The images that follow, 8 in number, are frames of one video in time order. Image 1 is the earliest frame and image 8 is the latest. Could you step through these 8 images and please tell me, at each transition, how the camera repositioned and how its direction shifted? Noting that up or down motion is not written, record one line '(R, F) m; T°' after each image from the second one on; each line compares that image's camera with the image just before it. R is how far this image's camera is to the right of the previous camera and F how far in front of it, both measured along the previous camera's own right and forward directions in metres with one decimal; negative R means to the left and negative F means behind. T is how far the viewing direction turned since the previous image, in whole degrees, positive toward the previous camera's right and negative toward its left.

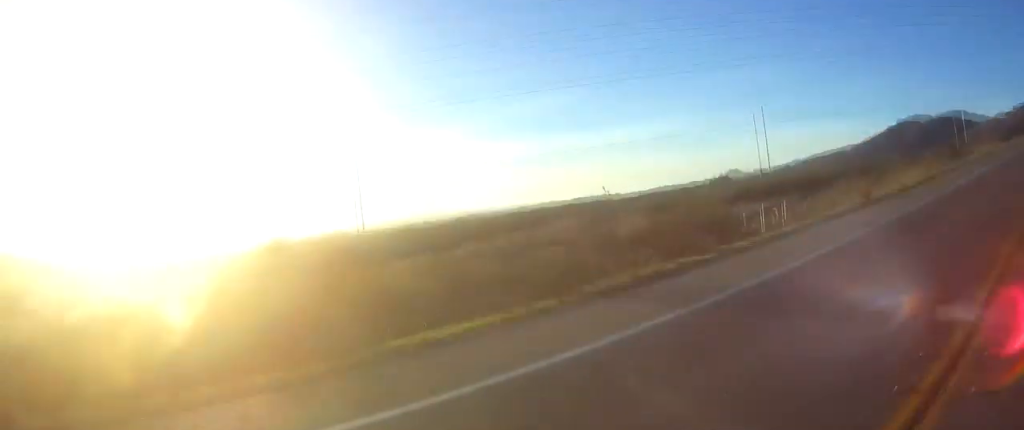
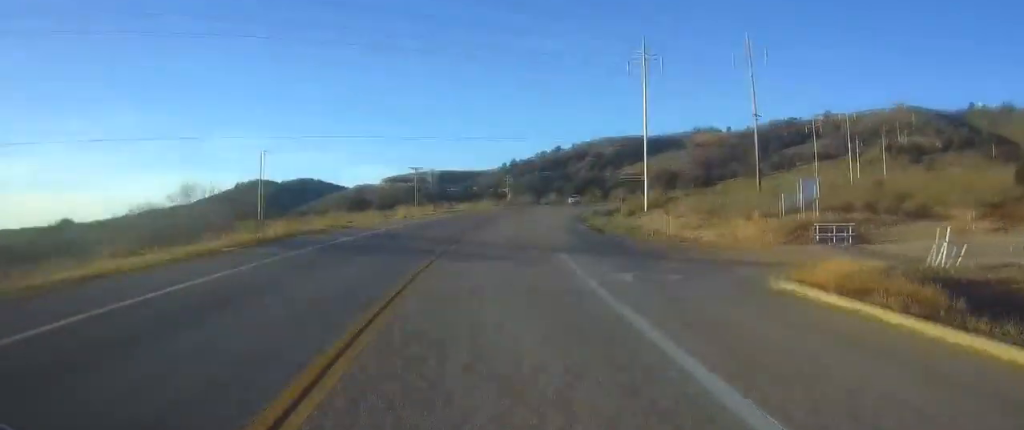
(+2.8, +40.6) m; +6°
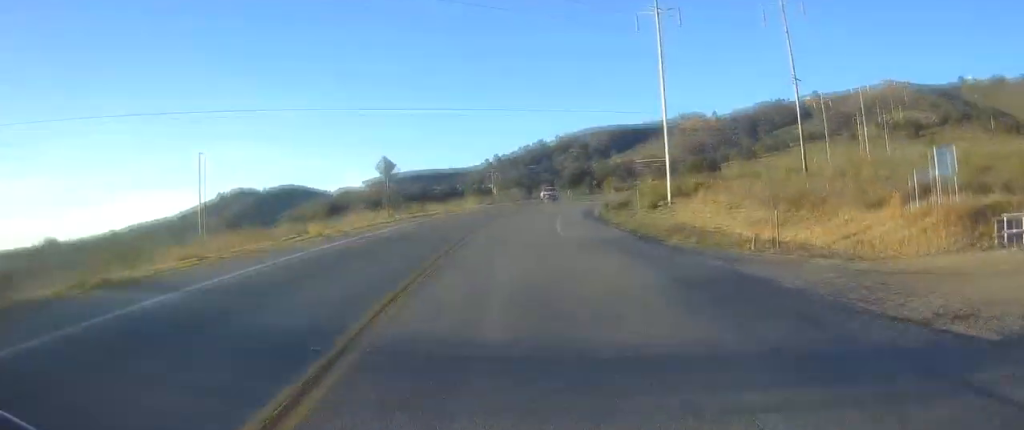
(+0.4, +16.9) m; +3°
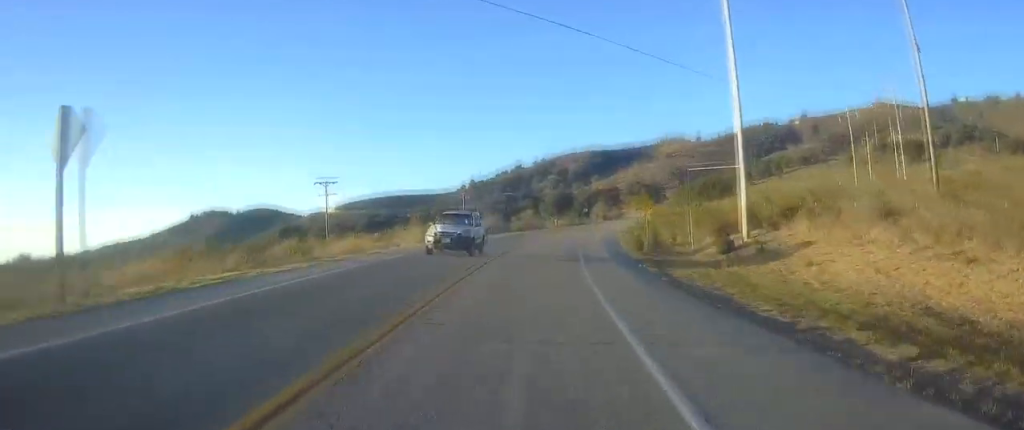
(+1.1, +26.5) m; +5°
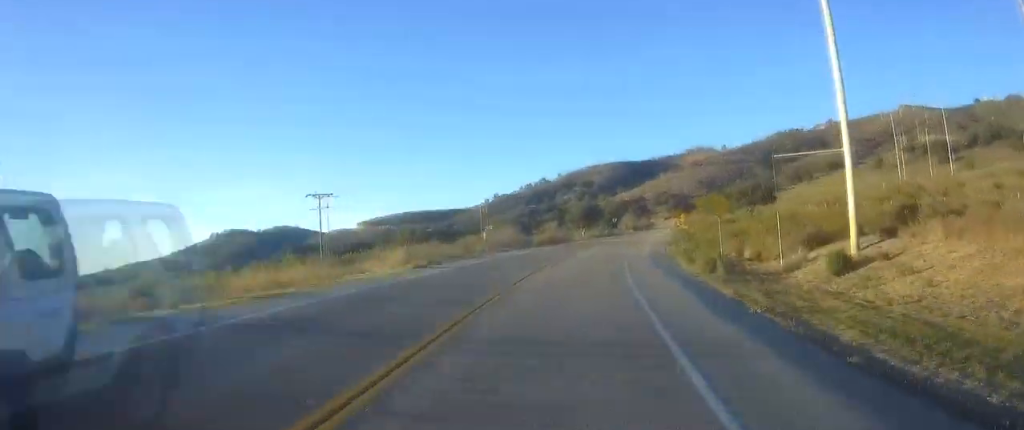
(+0.2, +12.0) m; +2°
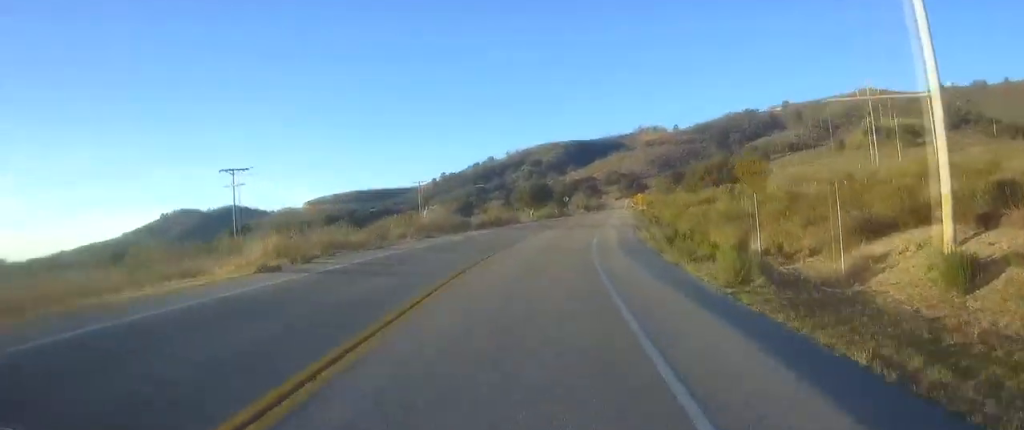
(+0.1, +10.6) m; +2°
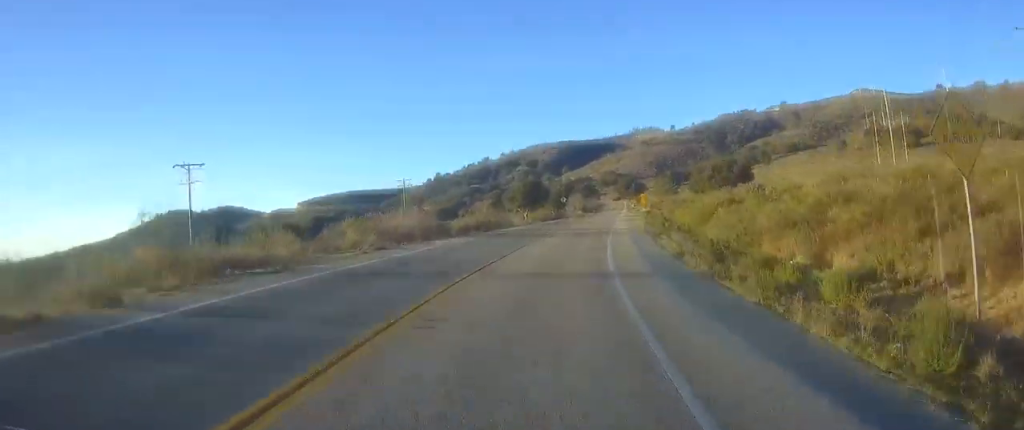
(0.0, +9.1) m; +2°
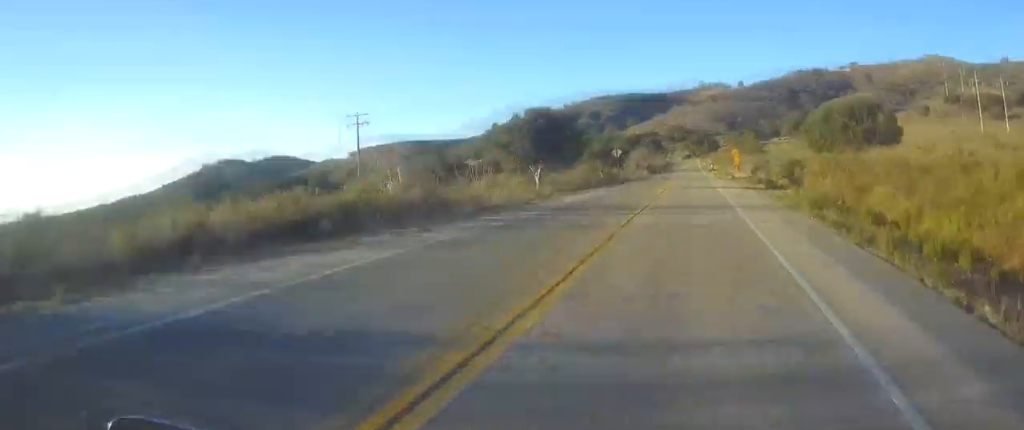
(+2.4, +40.1) m; +6°
